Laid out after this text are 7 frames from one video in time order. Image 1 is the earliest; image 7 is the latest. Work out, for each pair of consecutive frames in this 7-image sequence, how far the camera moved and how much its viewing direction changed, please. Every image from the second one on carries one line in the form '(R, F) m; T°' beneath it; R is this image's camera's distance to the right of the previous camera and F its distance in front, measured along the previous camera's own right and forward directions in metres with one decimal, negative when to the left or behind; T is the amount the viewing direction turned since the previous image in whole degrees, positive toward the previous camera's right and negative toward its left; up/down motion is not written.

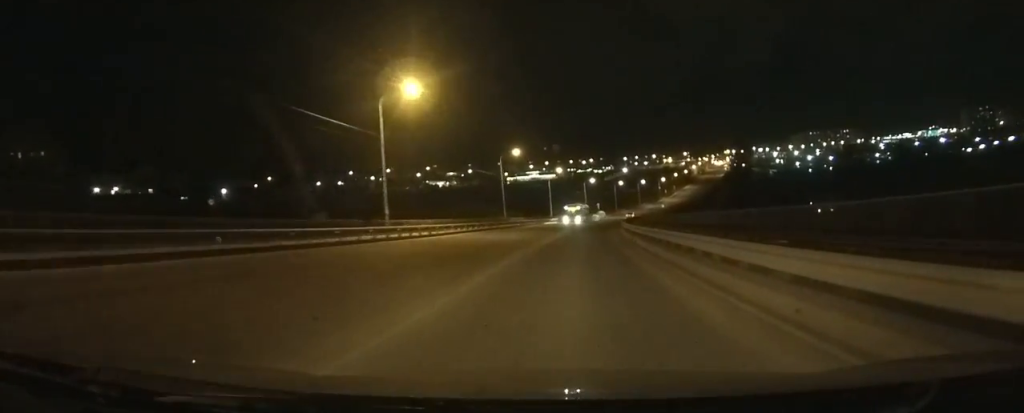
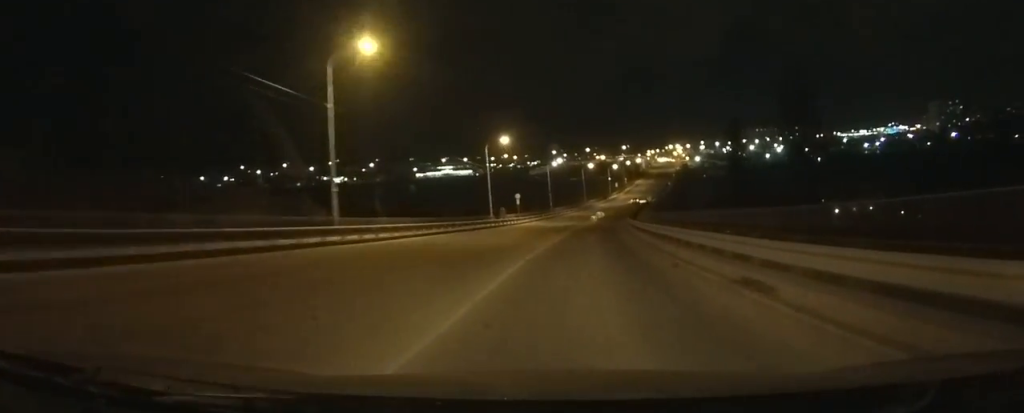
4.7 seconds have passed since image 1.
(+5.1, +84.2) m; +7°
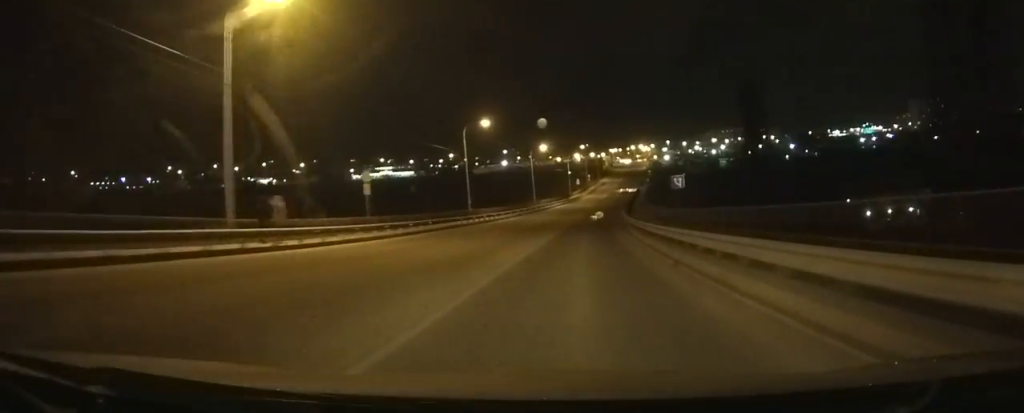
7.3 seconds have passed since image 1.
(+1.9, +48.3) m; +4°
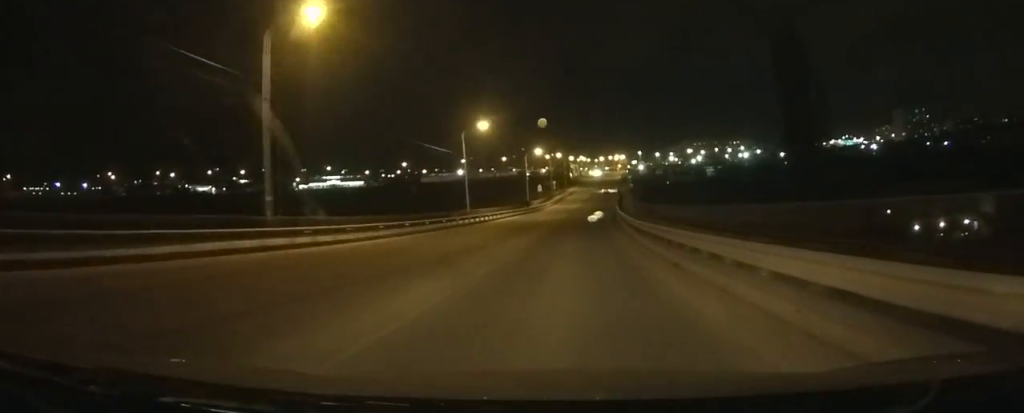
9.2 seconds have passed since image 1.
(+0.7, +35.8) m; +3°
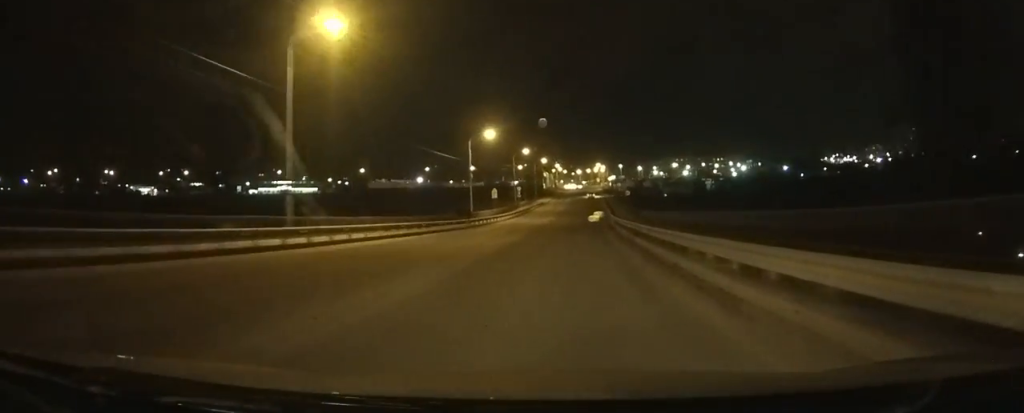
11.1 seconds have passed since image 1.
(+1.1, +35.7) m; +2°
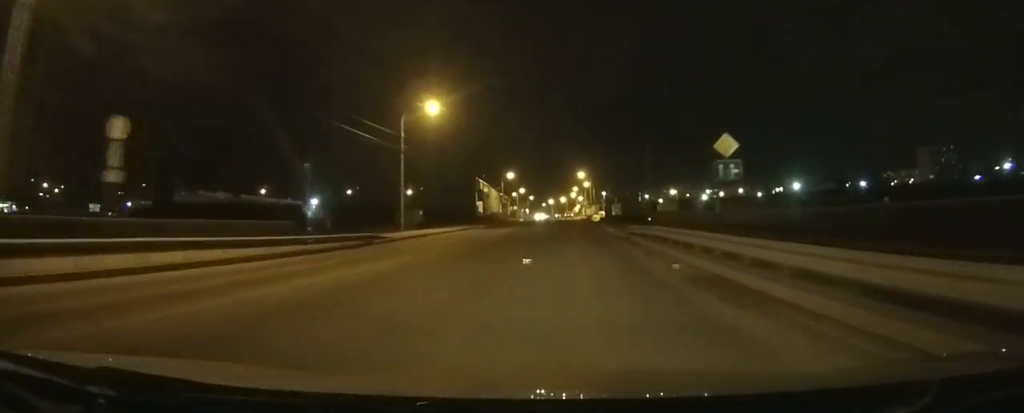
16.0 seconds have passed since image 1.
(+2.9, +88.9) m; +3°
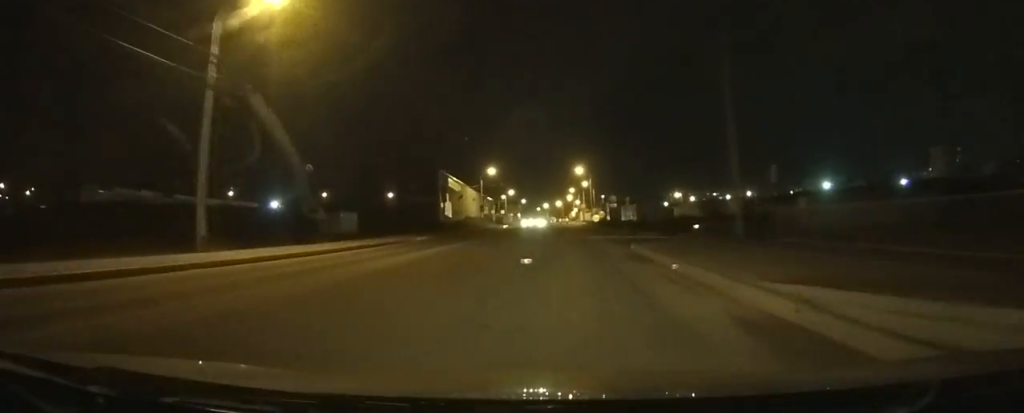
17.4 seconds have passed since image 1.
(+0.2, +24.0) m; 0°
